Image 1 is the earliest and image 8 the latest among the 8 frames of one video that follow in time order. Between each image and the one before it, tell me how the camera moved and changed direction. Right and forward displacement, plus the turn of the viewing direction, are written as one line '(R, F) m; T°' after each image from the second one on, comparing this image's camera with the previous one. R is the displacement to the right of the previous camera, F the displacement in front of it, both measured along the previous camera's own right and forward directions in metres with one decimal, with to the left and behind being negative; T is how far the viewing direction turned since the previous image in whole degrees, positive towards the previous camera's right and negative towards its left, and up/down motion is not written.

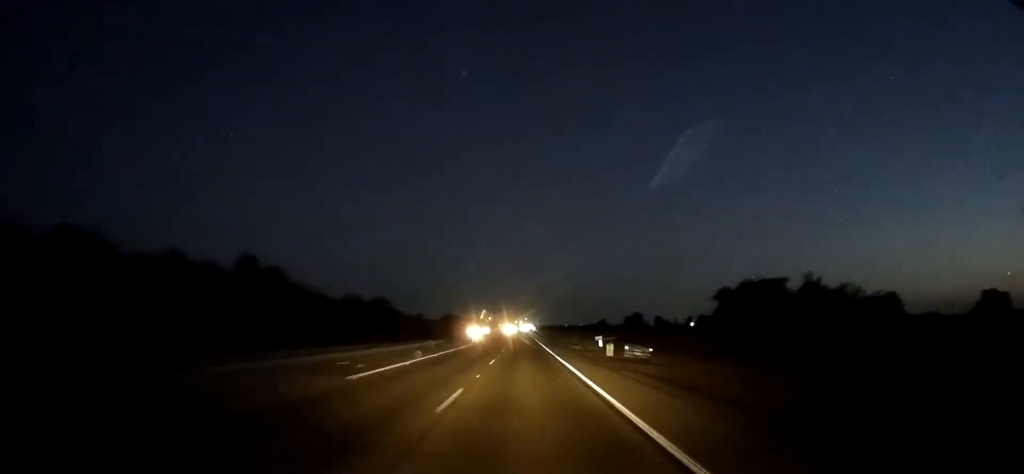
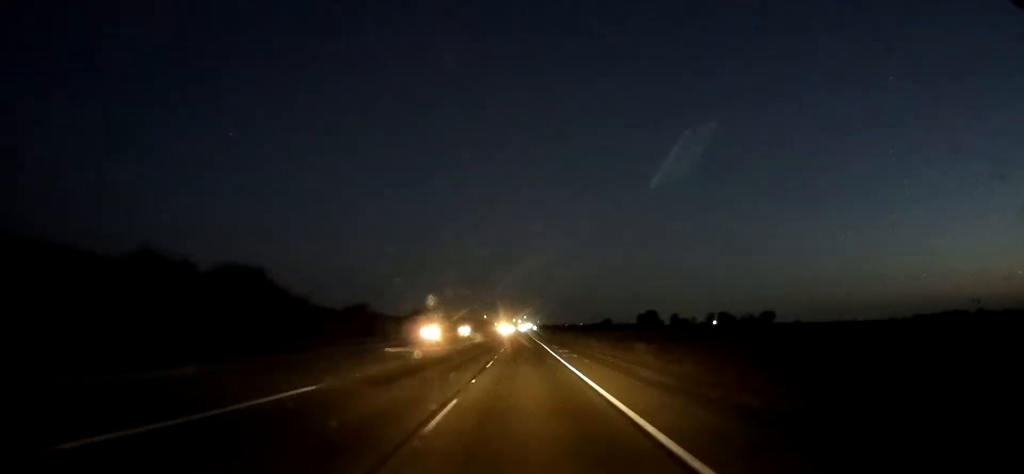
(+1.3, +46.1) m; +2°
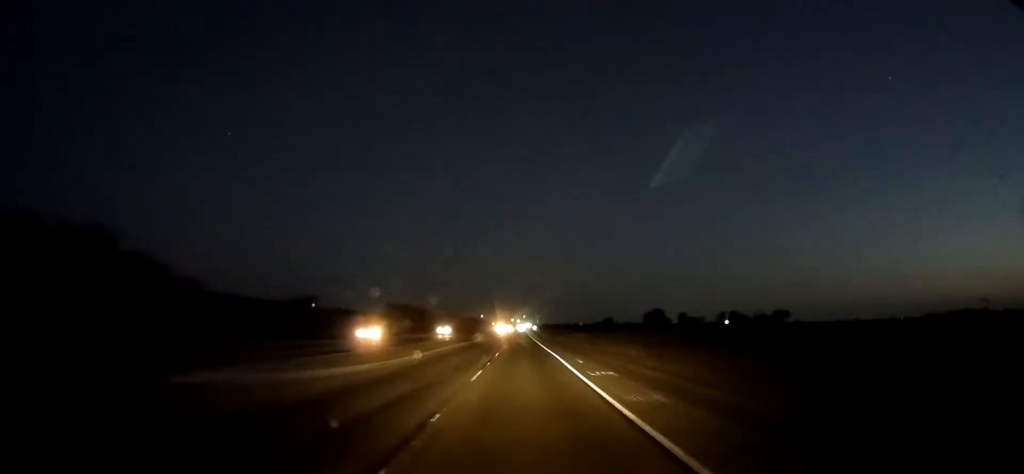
(-0.1, +21.2) m; -1°
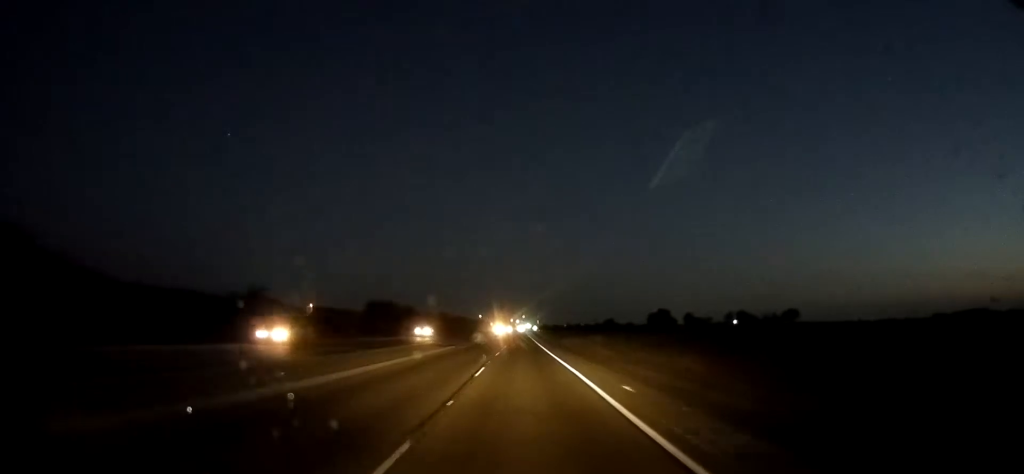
(-0.2, +13.0) m; -1°
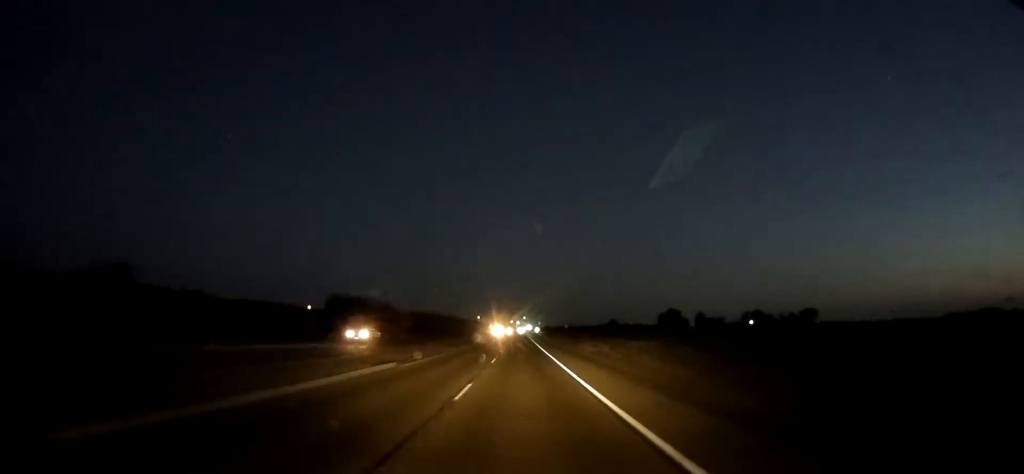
(0.0, +20.4) m; 0°
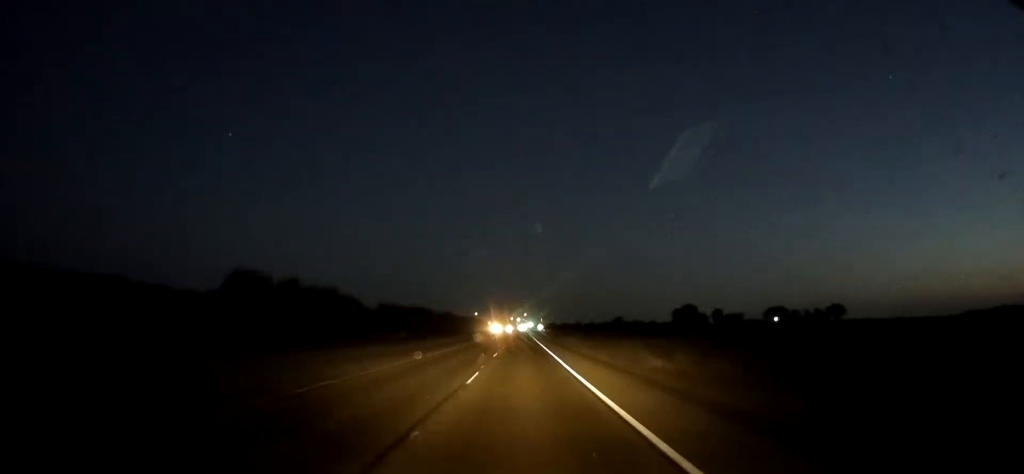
(0.0, +26.9) m; 0°
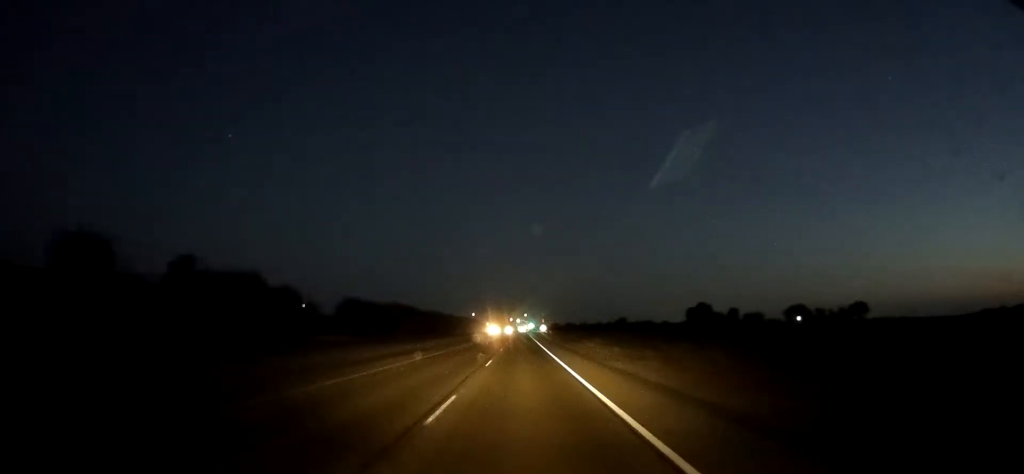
(0.0, +21.2) m; 0°
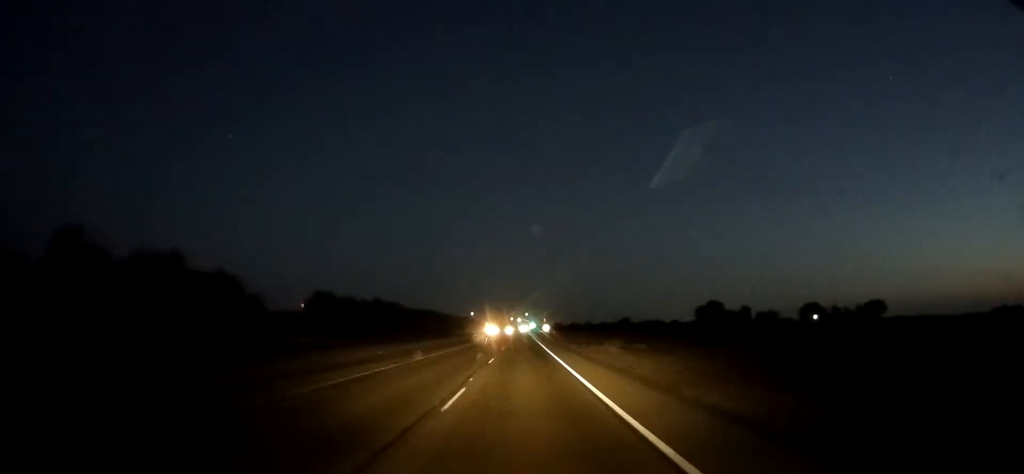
(0.0, +13.1) m; 0°
